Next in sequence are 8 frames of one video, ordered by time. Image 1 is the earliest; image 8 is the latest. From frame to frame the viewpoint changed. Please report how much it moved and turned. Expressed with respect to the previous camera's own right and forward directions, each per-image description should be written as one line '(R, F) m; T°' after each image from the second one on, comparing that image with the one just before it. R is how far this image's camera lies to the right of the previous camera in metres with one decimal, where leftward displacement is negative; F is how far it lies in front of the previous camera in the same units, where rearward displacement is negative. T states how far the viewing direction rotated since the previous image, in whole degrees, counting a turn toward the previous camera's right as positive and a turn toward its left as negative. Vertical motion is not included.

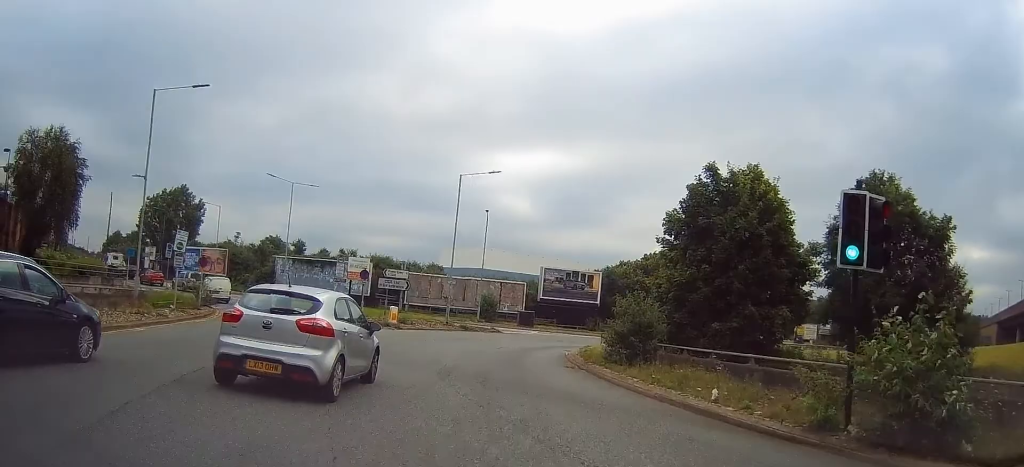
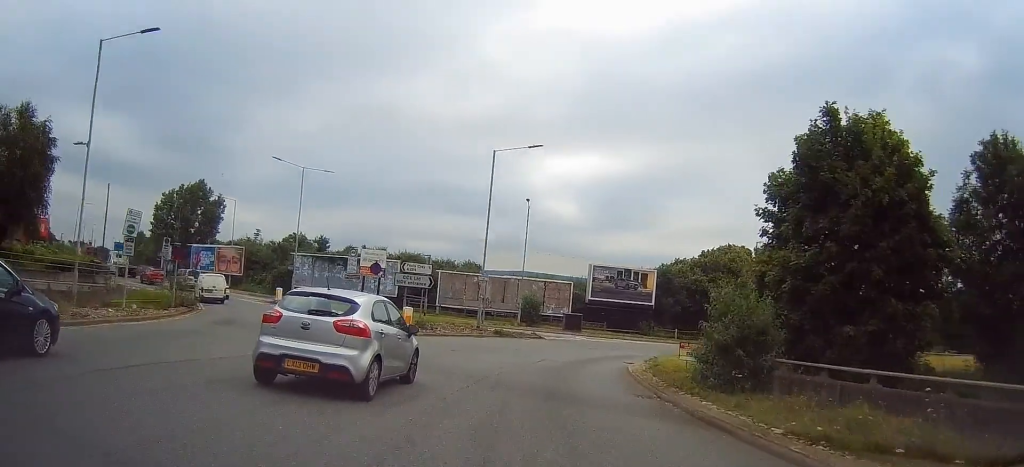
(-0.1, +6.7) m; 0°
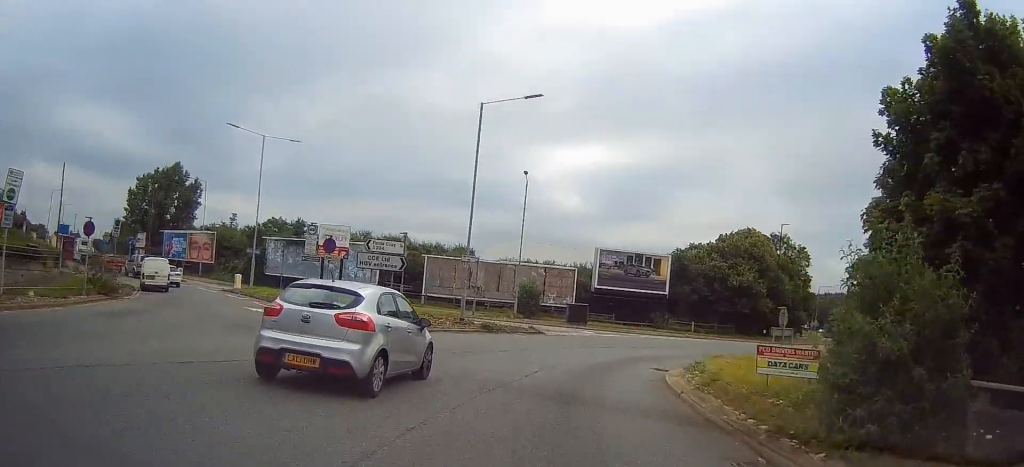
(0.0, +6.3) m; +1°
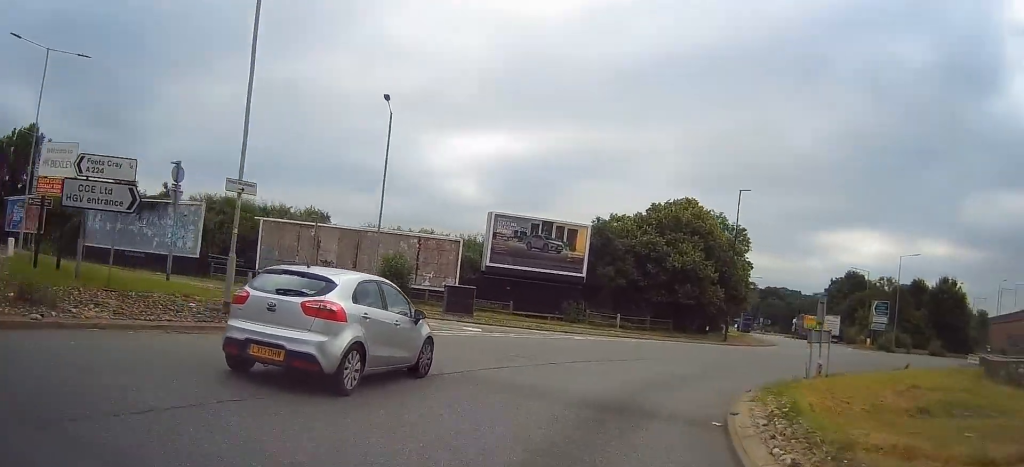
(+0.4, +13.7) m; +6°
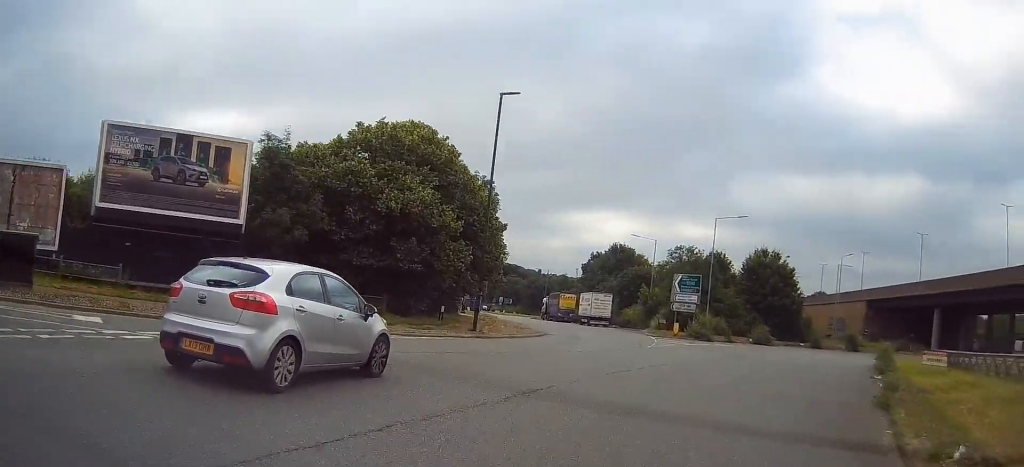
(+1.8, +16.3) m; +18°
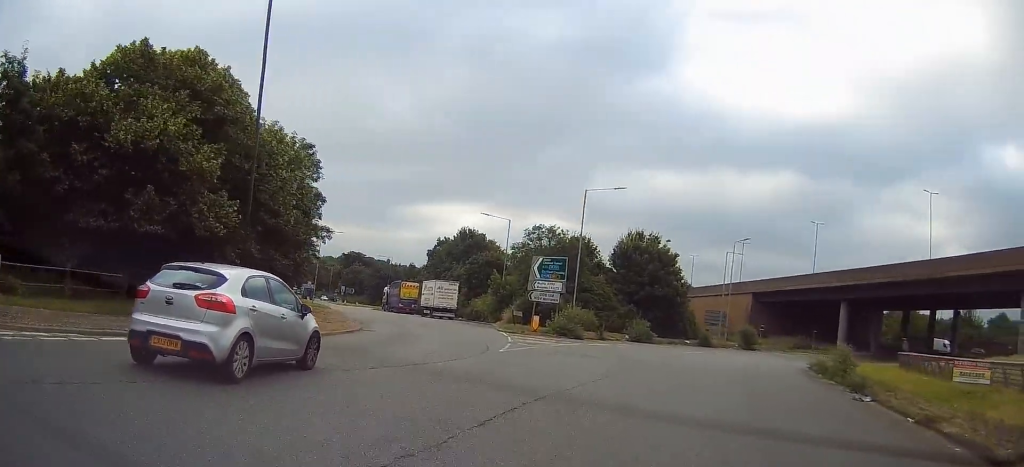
(+1.2, +9.6) m; +13°
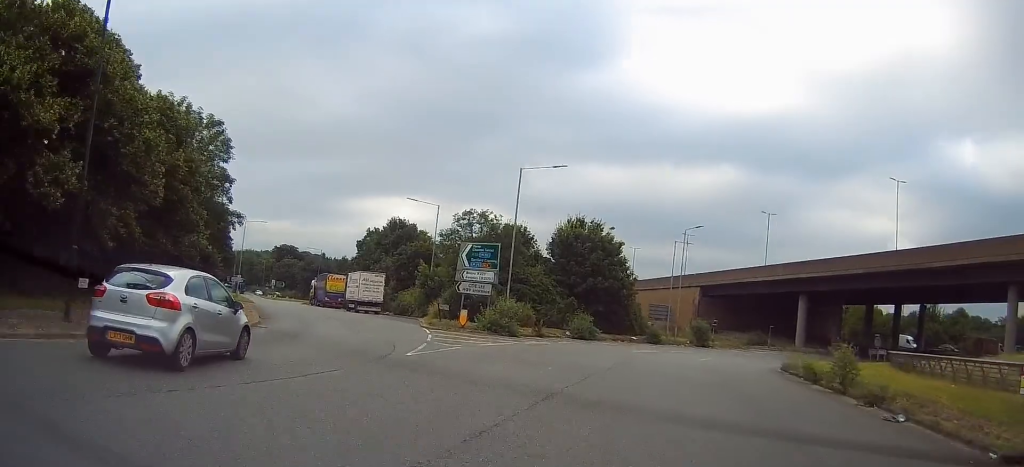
(+0.5, +4.8) m; +5°
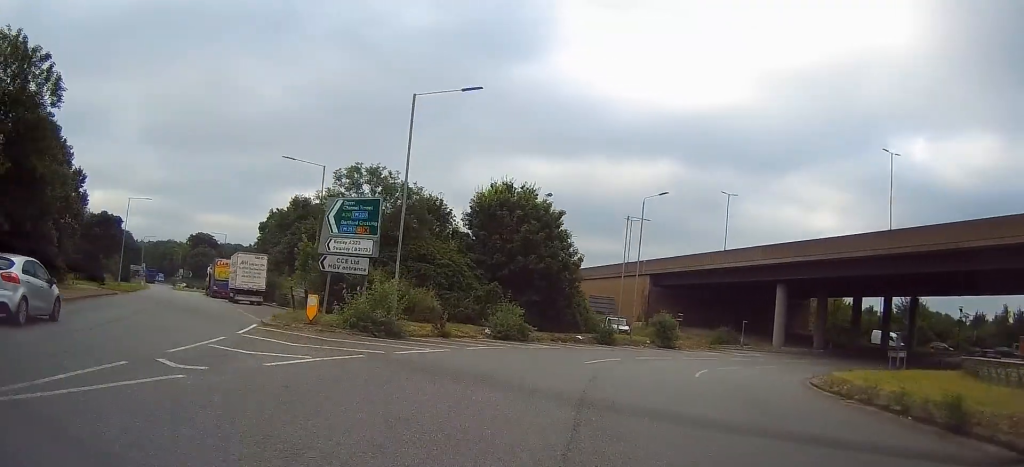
(+1.4, +12.5) m; +10°
